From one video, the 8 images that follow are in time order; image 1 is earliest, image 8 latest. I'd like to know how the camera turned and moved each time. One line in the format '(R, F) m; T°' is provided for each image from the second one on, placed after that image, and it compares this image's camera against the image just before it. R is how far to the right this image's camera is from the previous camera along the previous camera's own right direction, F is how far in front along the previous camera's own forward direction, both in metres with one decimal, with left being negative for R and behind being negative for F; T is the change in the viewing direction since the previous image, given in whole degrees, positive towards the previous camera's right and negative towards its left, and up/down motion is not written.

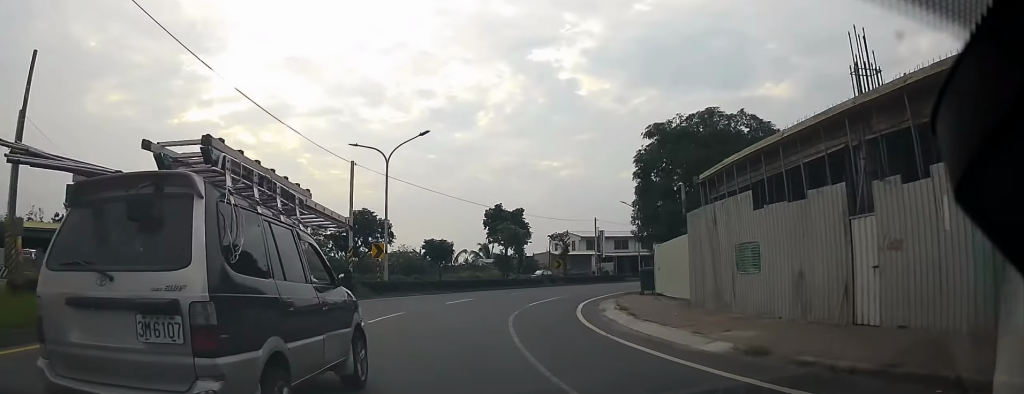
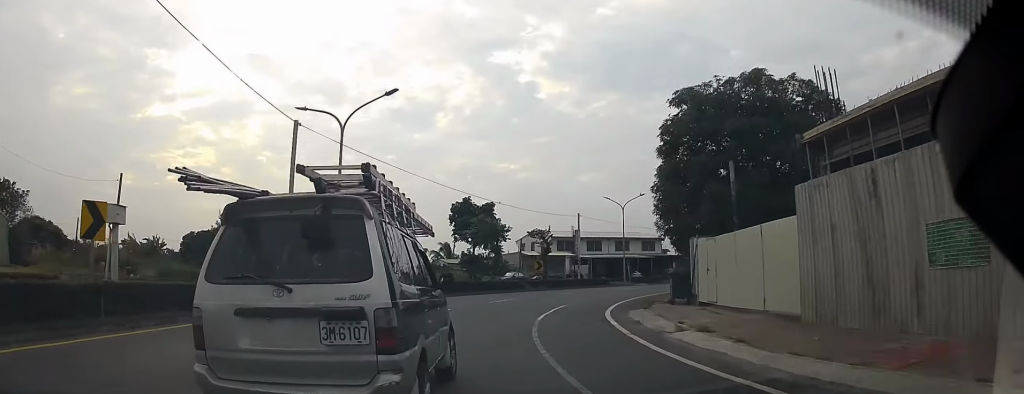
(-0.7, +7.8) m; 0°
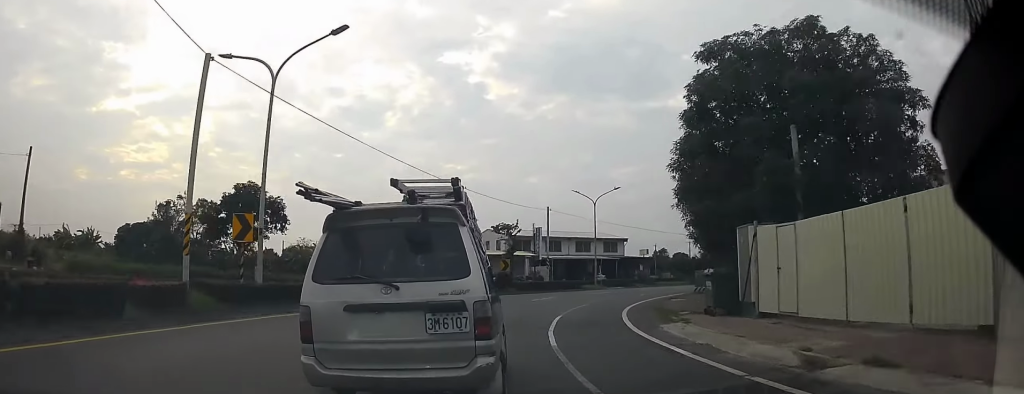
(-0.7, +6.7) m; 0°
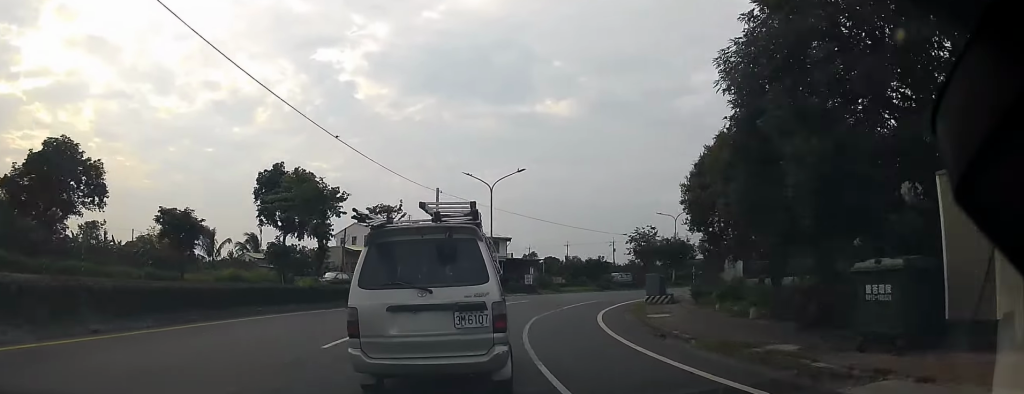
(+1.0, +10.9) m; +11°
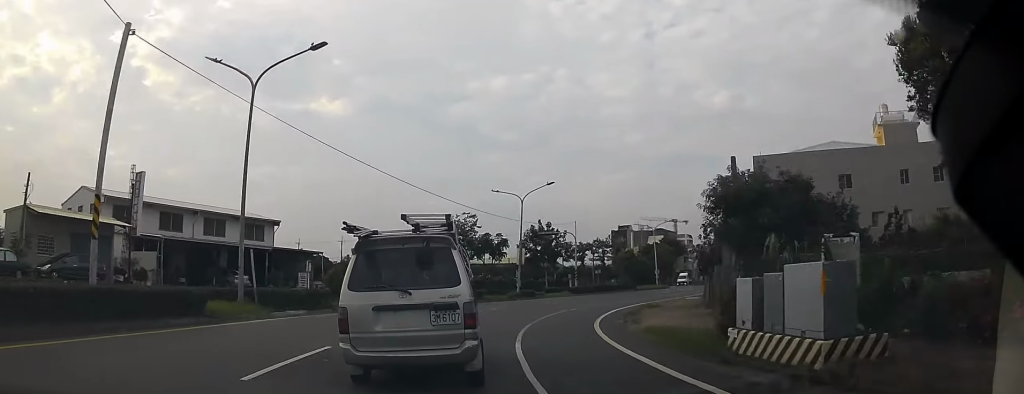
(+4.6, +21.3) m; +20°
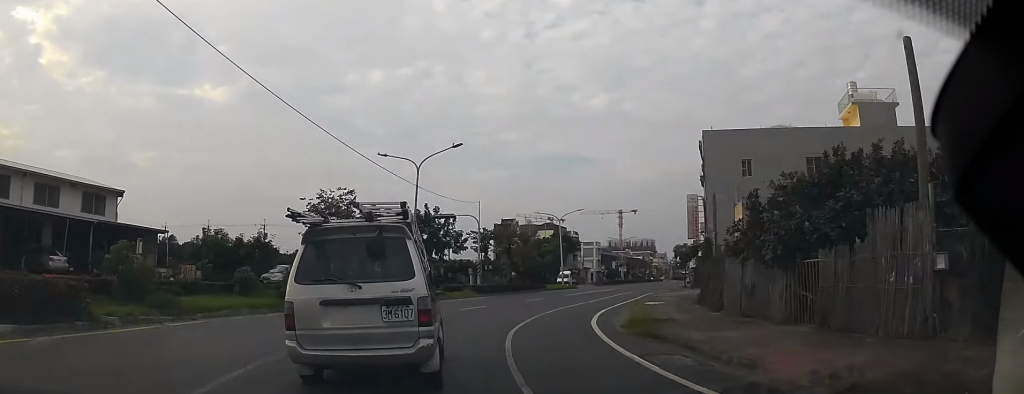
(-0.2, +11.0) m; +11°
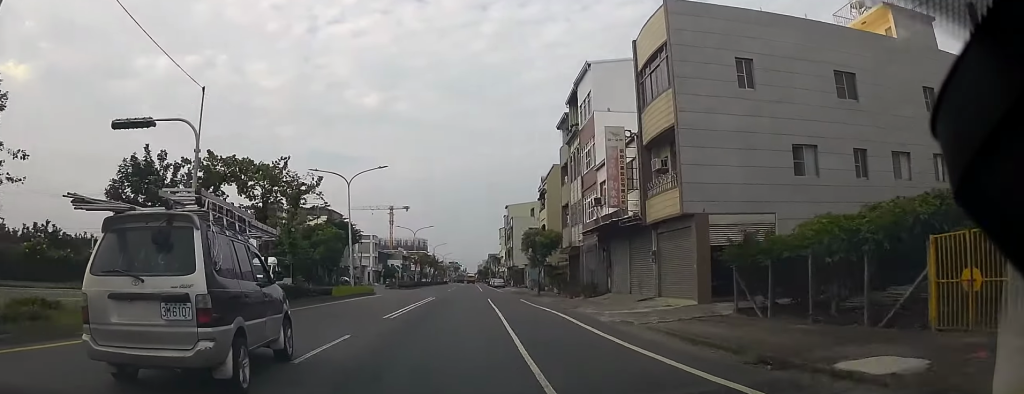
(+6.6, +23.1) m; +27°
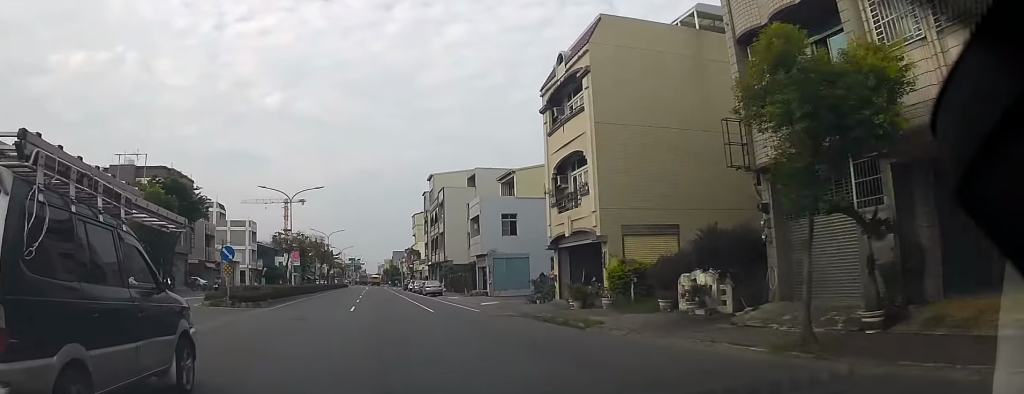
(+6.8, +33.6) m; +18°
